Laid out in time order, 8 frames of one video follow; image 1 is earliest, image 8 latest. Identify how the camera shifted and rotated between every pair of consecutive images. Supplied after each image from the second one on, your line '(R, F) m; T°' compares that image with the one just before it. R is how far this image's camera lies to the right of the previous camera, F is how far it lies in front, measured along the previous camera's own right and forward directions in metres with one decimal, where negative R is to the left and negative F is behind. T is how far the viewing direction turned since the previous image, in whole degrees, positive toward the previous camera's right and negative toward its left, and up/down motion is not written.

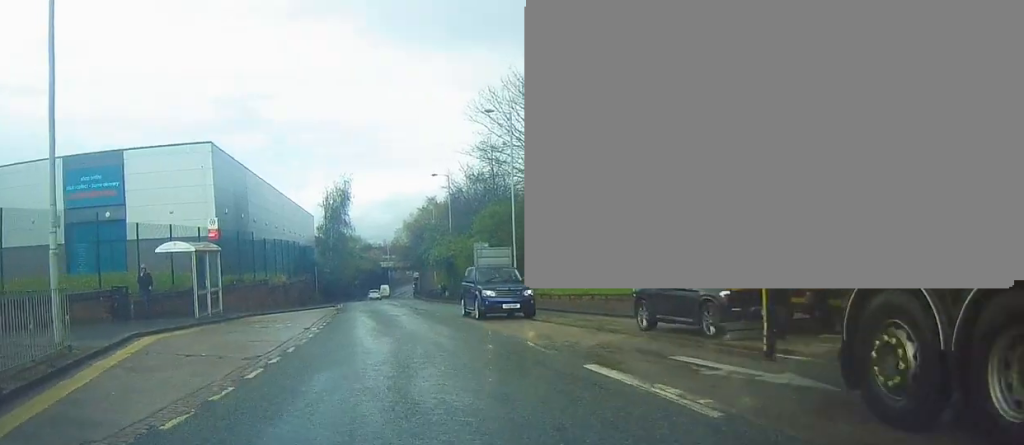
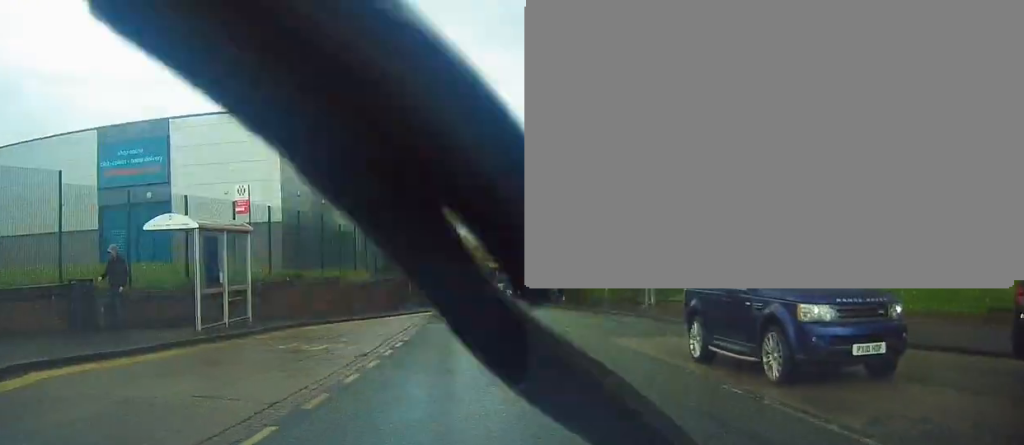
(-1.0, +7.4) m; -11°
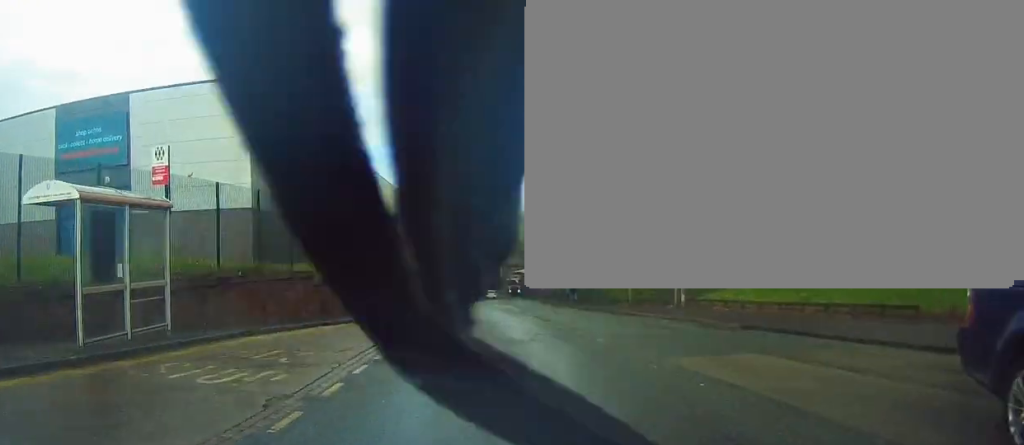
(-0.2, +4.5) m; -2°
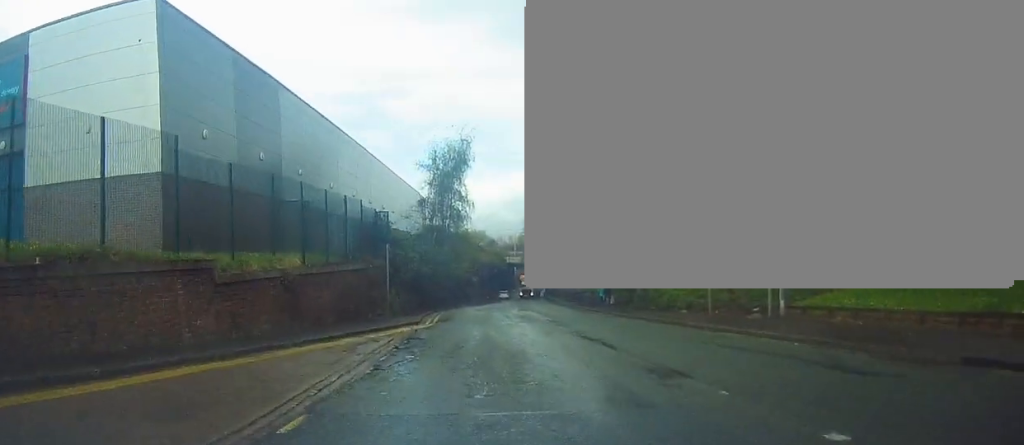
(+0.2, +9.0) m; +1°
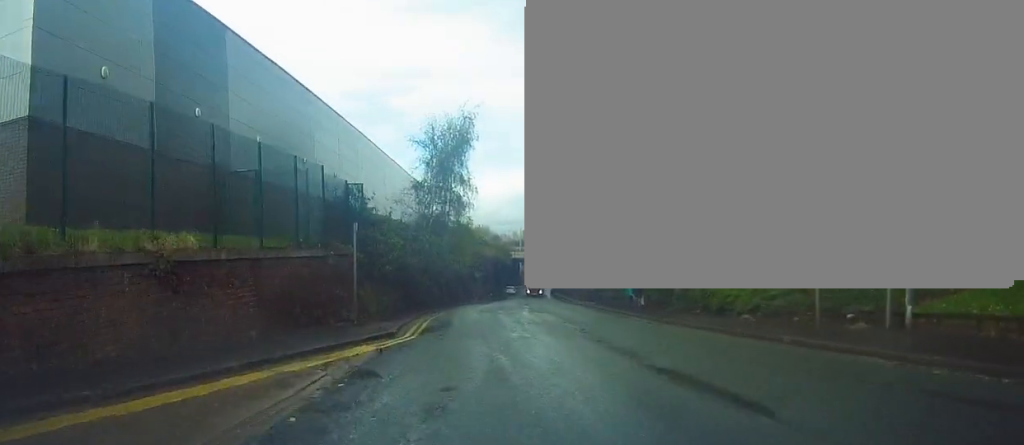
(0.0, +6.8) m; -1°
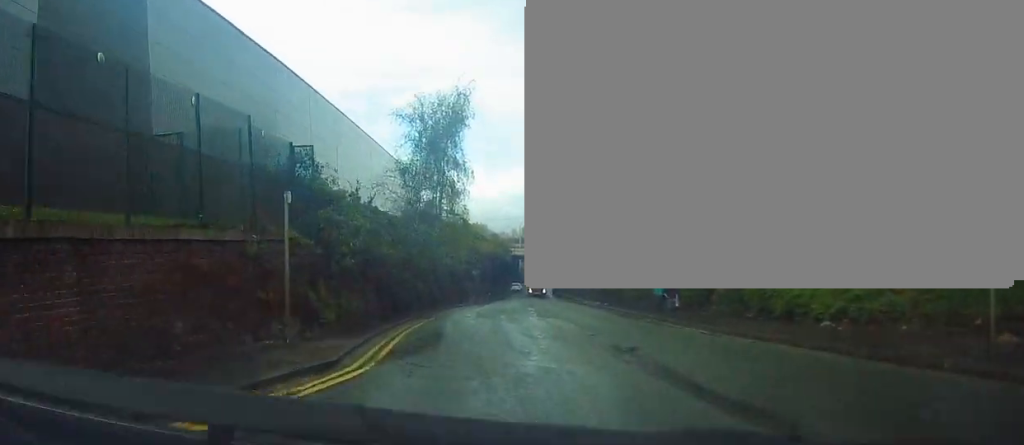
(0.0, +6.1) m; 0°
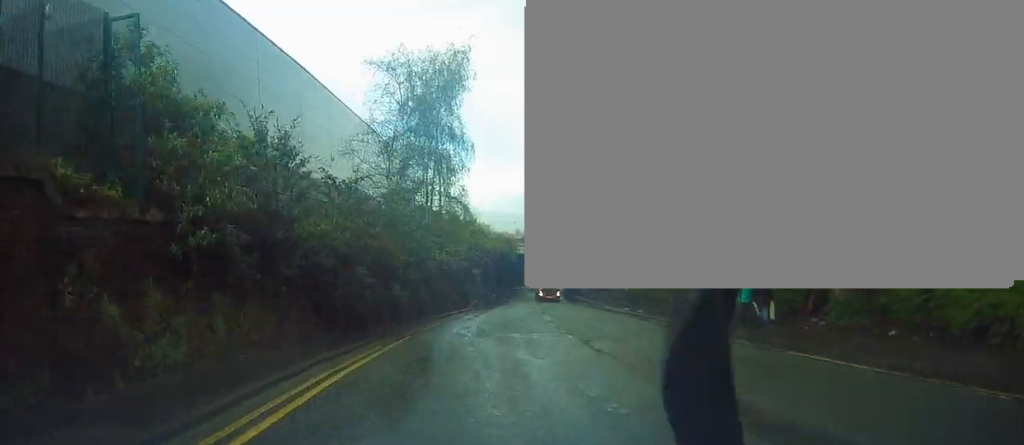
(0.0, +8.6) m; +1°
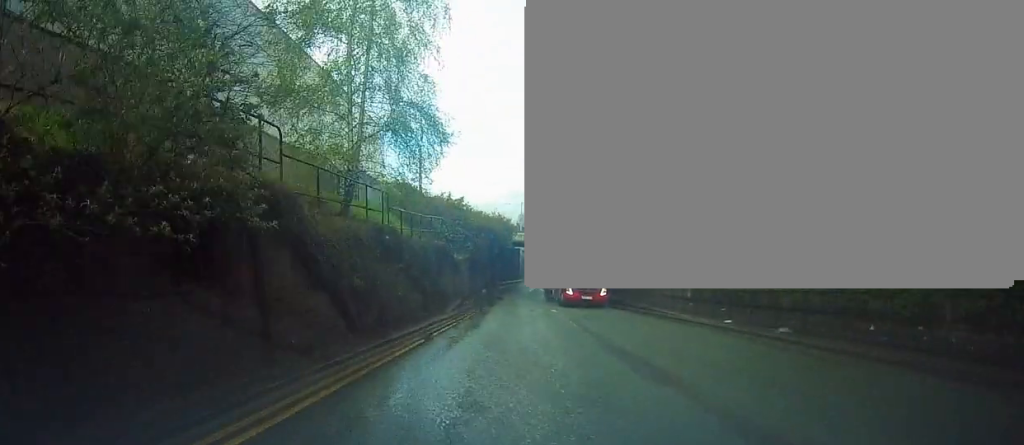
(+0.2, +17.0) m; 0°
